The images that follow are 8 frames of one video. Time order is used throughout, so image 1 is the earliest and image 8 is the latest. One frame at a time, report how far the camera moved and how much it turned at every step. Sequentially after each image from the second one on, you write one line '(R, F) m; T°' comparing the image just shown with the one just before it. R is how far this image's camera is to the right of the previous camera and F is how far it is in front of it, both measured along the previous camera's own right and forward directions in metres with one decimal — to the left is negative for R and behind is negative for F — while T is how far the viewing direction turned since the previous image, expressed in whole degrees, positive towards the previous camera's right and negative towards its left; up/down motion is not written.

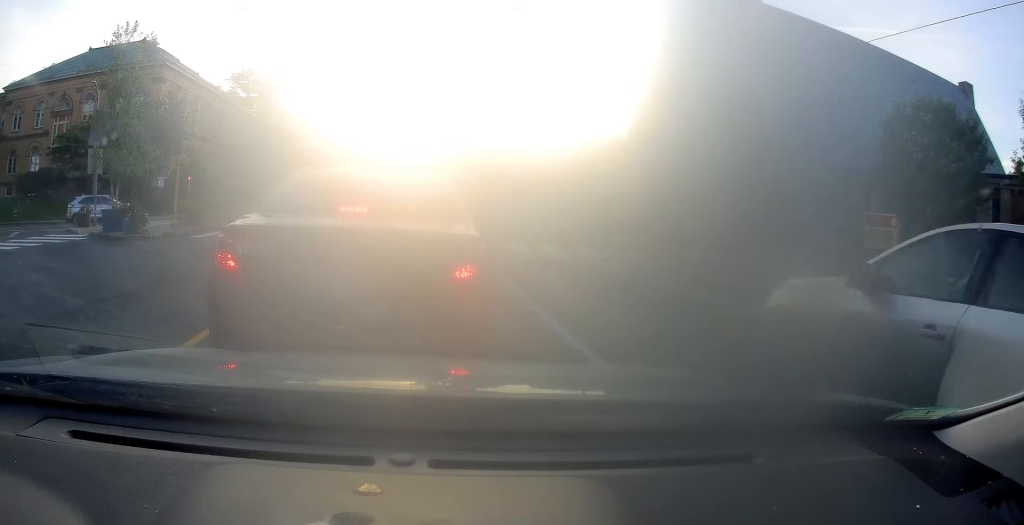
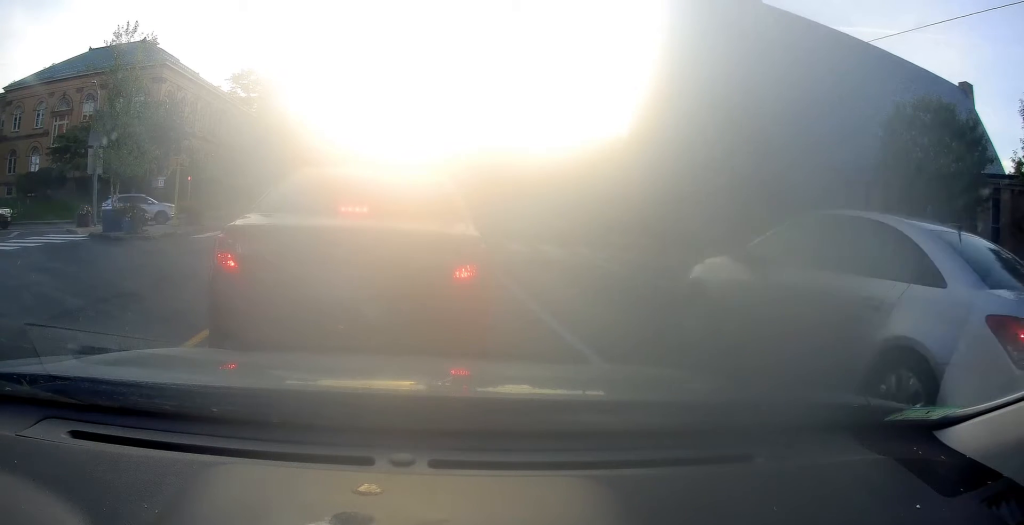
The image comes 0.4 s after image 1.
(0.0, 0.0) m; 0°
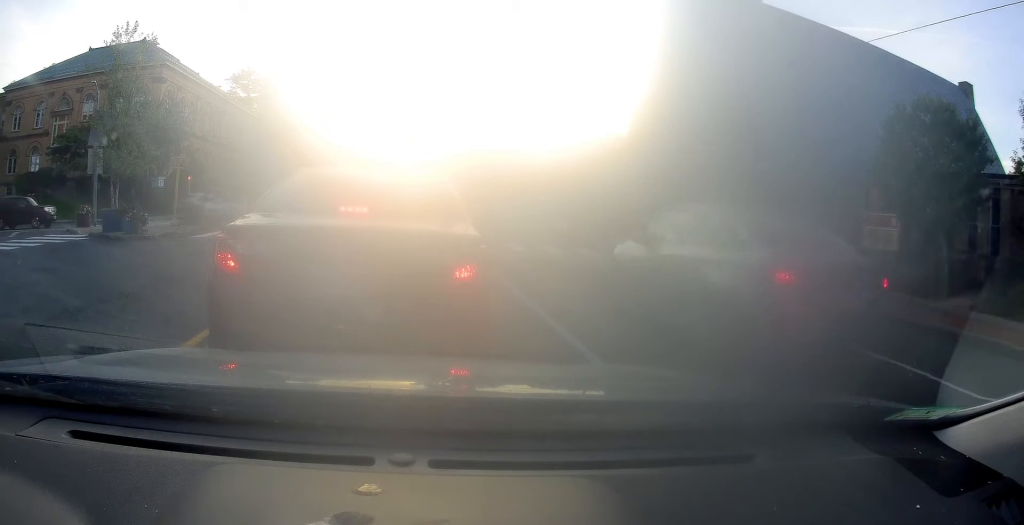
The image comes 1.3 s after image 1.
(0.0, 0.0) m; 0°
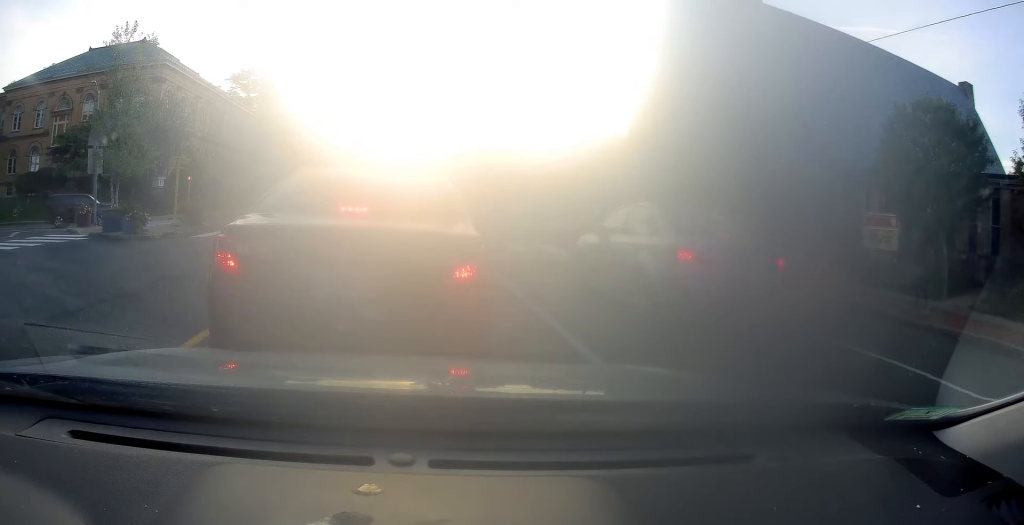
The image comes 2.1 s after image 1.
(0.0, 0.0) m; 0°
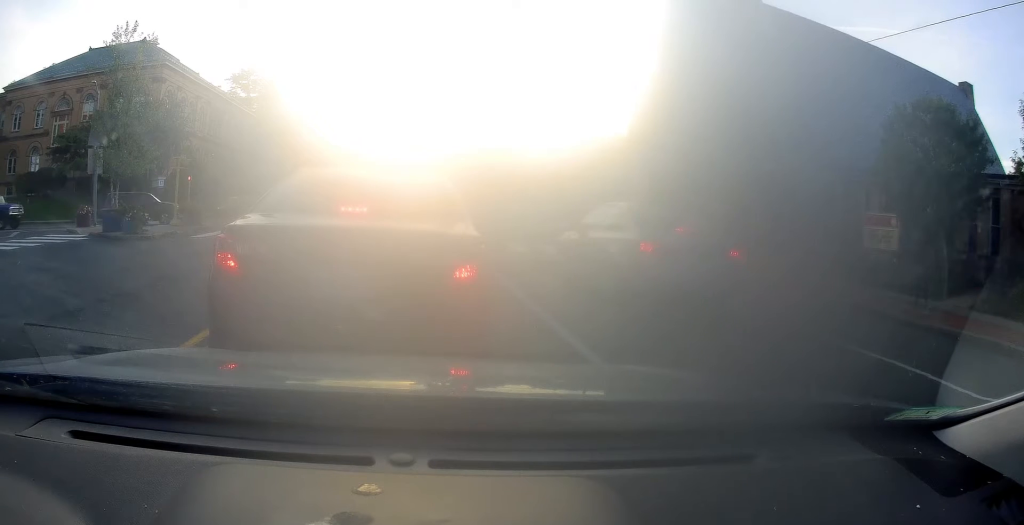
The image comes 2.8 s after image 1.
(0.0, 0.0) m; 0°
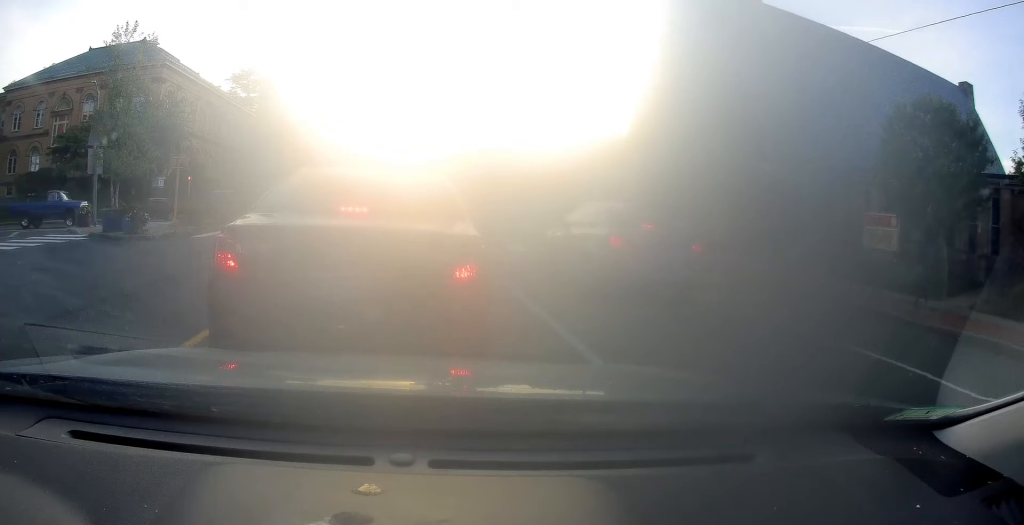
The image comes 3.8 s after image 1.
(0.0, 0.0) m; 0°
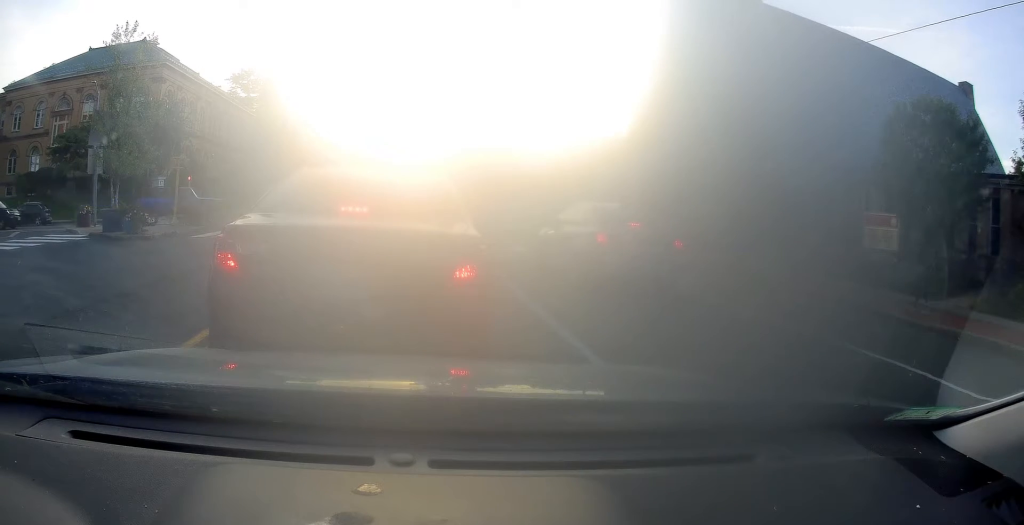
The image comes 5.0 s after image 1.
(0.0, 0.0) m; 0°
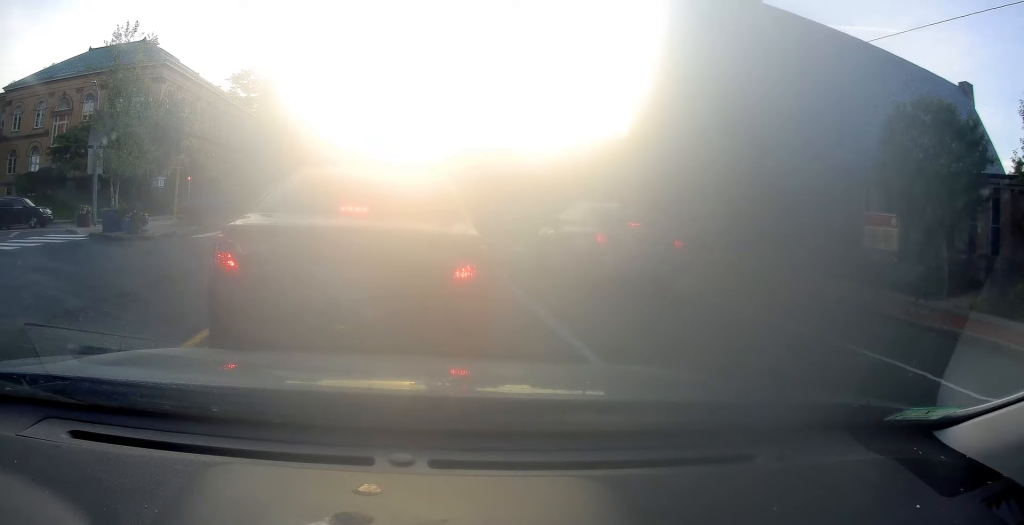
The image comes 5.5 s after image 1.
(0.0, 0.0) m; 0°
